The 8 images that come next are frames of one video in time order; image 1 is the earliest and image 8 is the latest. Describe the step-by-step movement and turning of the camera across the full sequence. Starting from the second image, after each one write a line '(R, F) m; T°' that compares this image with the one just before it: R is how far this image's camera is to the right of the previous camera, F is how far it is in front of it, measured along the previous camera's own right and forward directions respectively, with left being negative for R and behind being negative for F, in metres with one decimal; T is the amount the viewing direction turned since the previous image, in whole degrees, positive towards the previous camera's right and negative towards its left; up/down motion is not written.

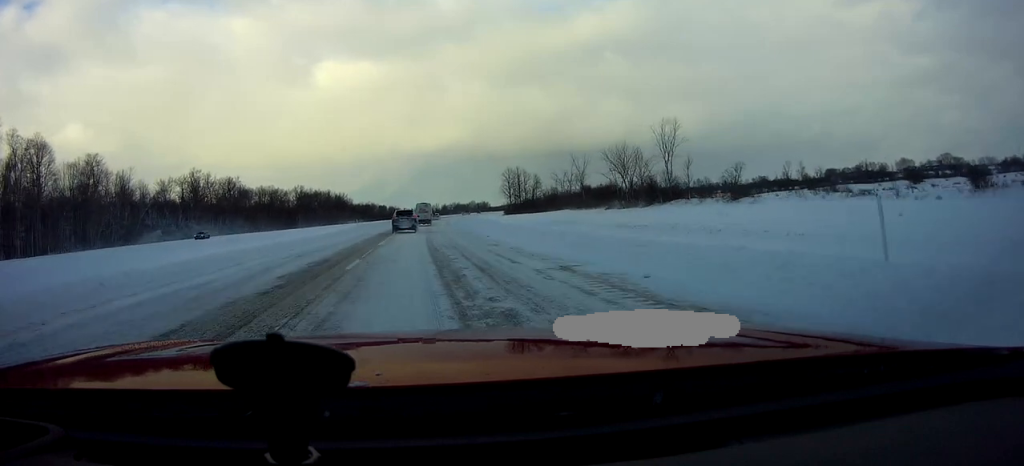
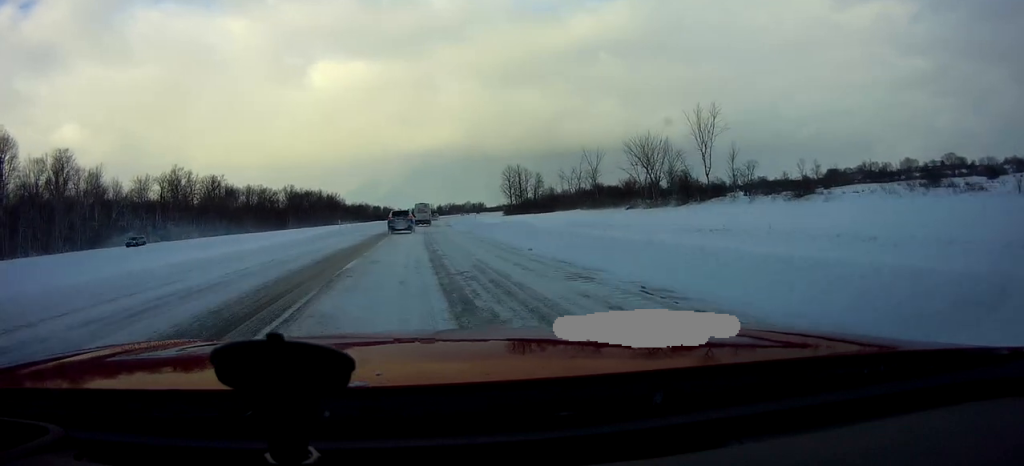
(0.0, +10.4) m; 0°
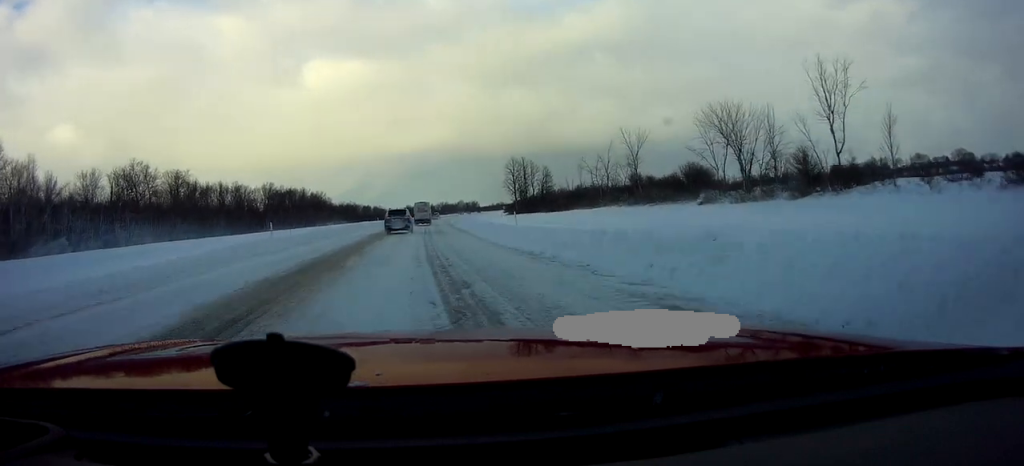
(+0.1, +22.1) m; +2°
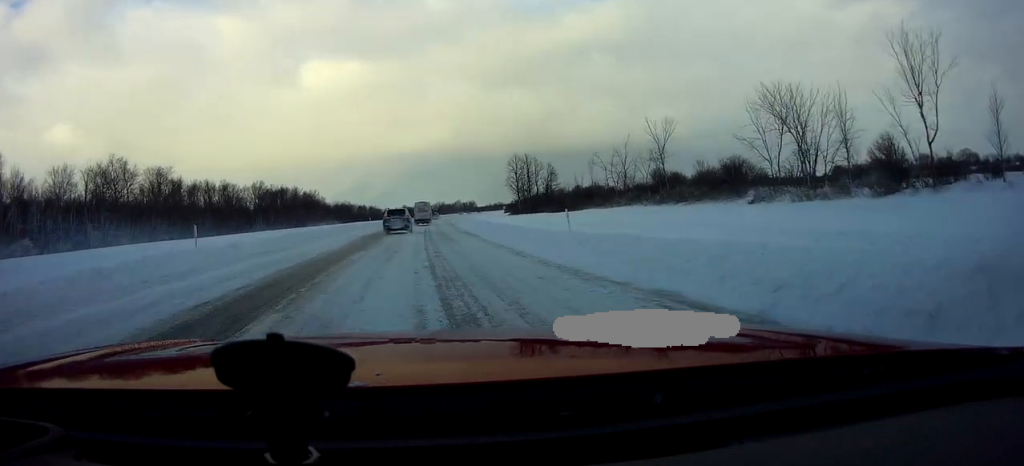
(+0.2, +9.8) m; +1°
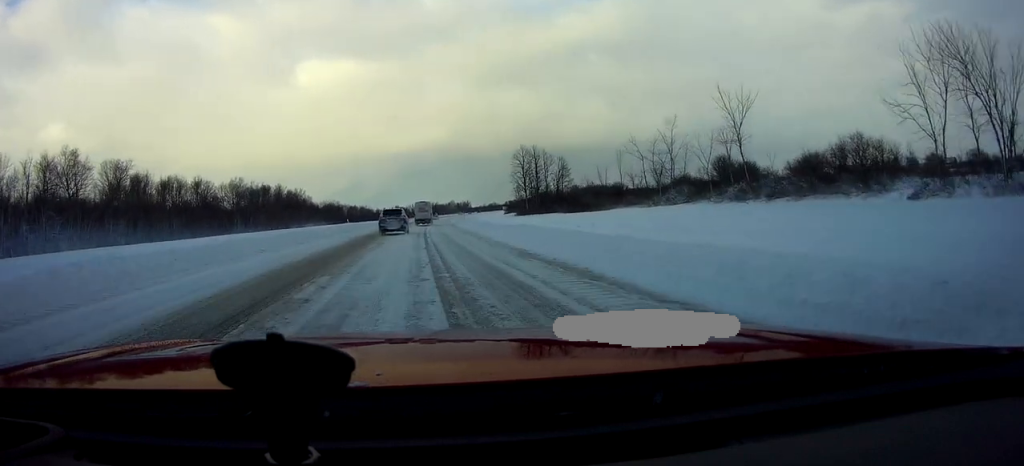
(+0.1, +19.7) m; +1°
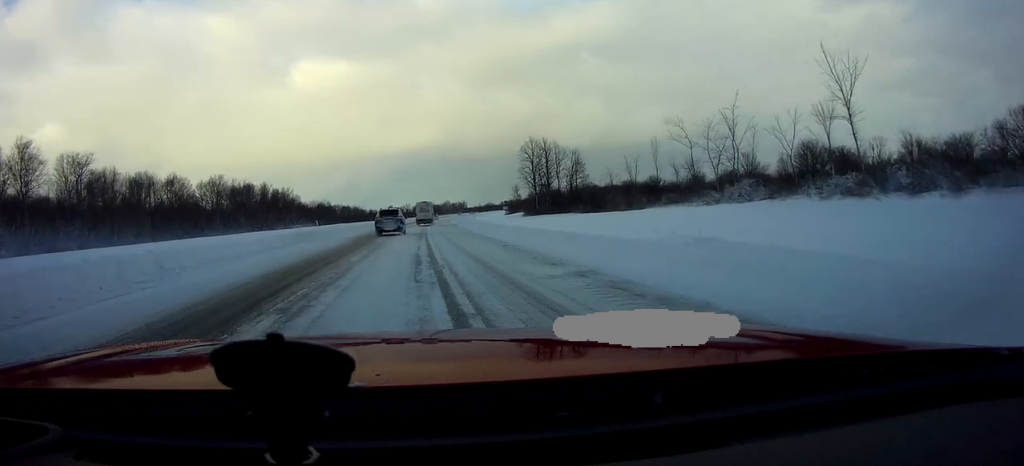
(+0.2, +16.9) m; 0°
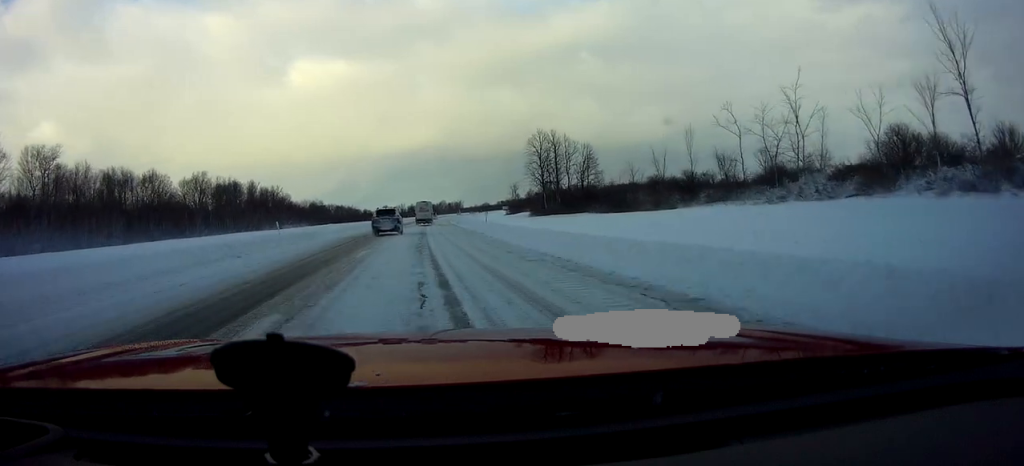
(-0.2, +12.0) m; +1°
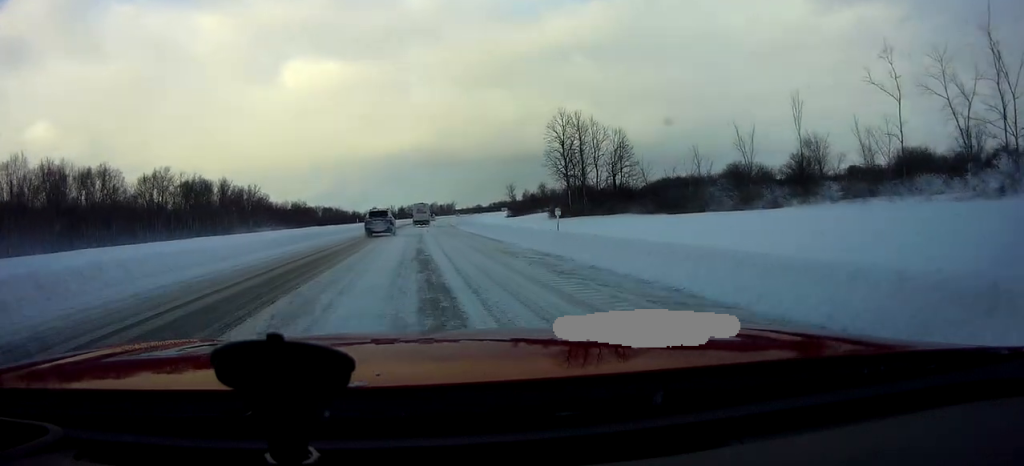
(+0.5, +23.8) m; 0°
